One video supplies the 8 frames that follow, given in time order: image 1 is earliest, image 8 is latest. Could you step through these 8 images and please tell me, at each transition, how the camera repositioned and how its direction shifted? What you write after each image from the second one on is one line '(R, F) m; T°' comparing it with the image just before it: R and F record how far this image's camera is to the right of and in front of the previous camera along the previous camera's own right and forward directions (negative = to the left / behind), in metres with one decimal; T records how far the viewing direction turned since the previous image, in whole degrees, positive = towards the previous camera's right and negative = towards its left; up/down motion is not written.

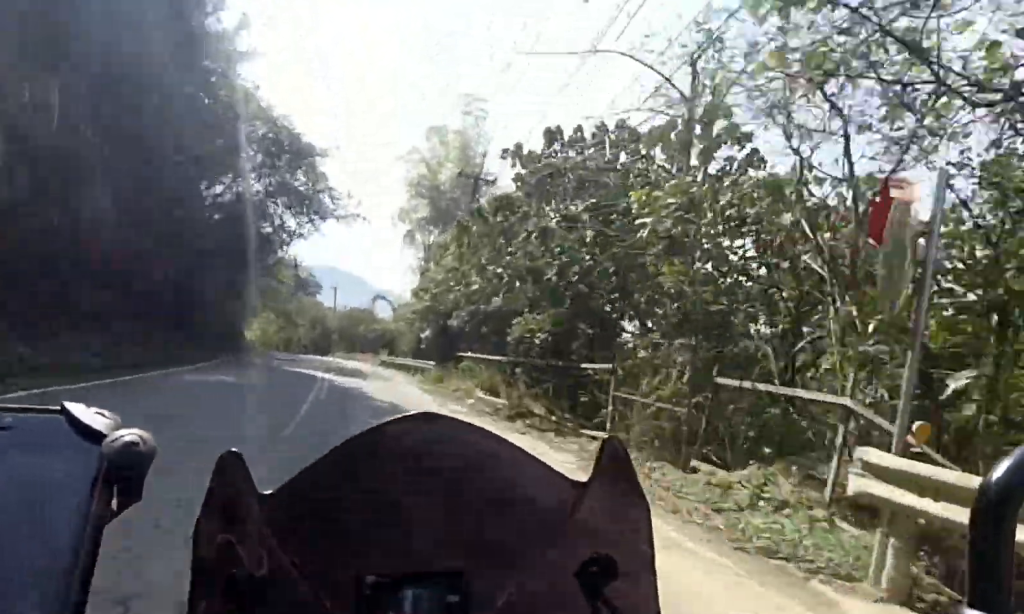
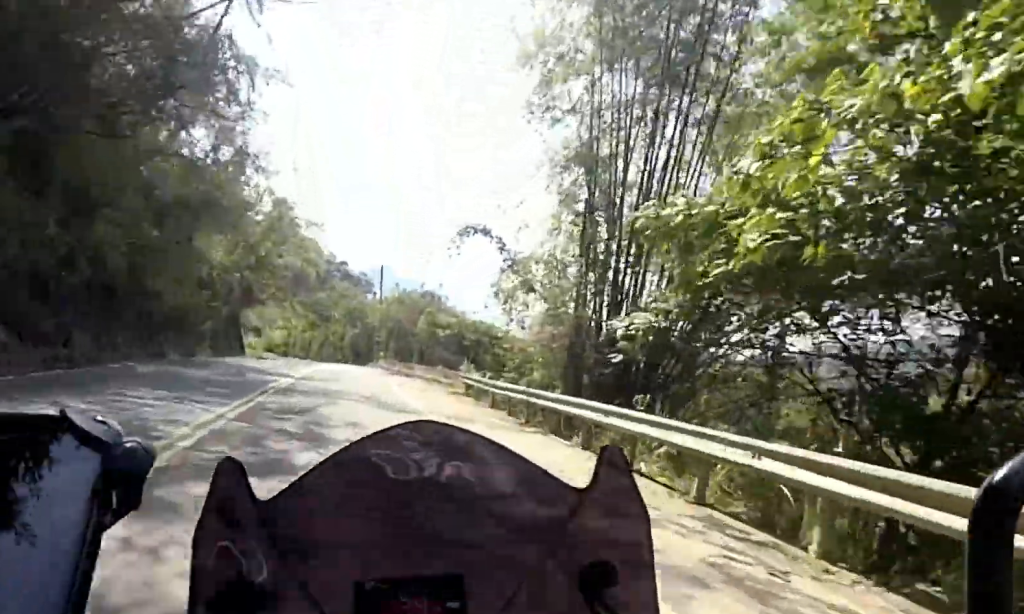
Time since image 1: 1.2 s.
(+0.5, +27.4) m; +2°
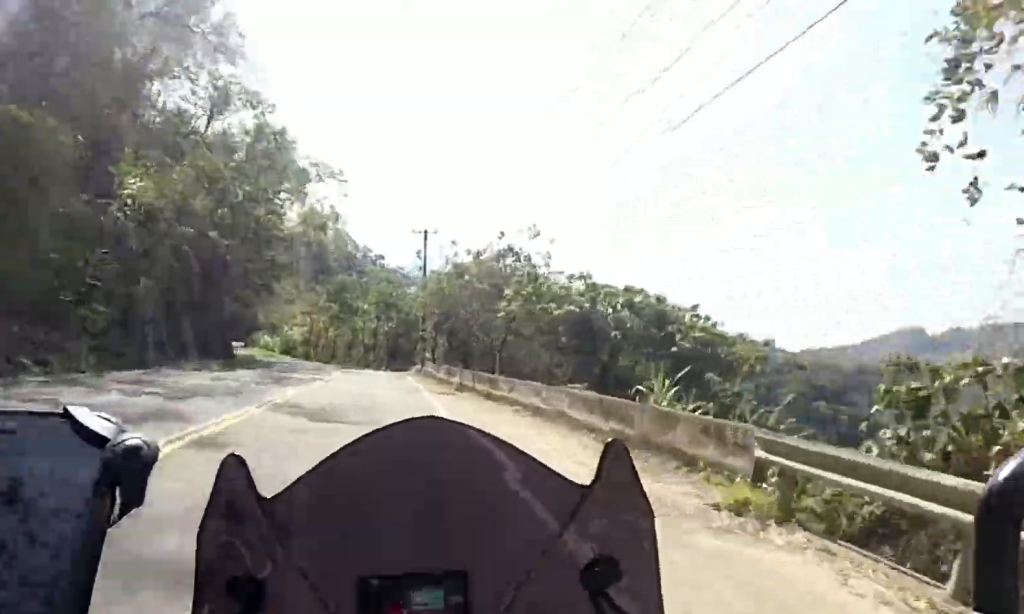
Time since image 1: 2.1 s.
(+0.7, +17.4) m; -1°
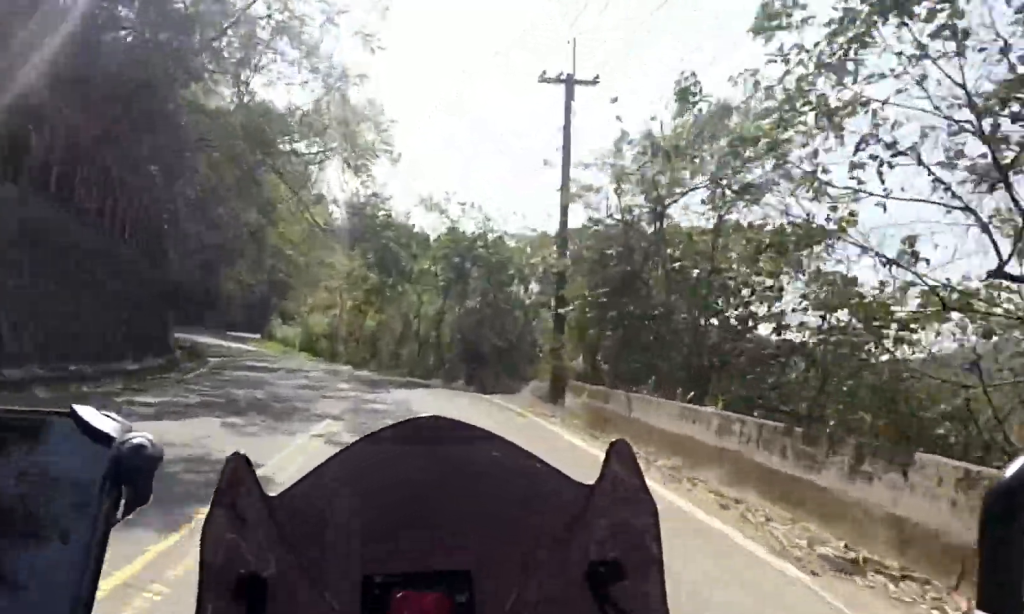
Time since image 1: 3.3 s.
(-1.7, +24.0) m; -8°
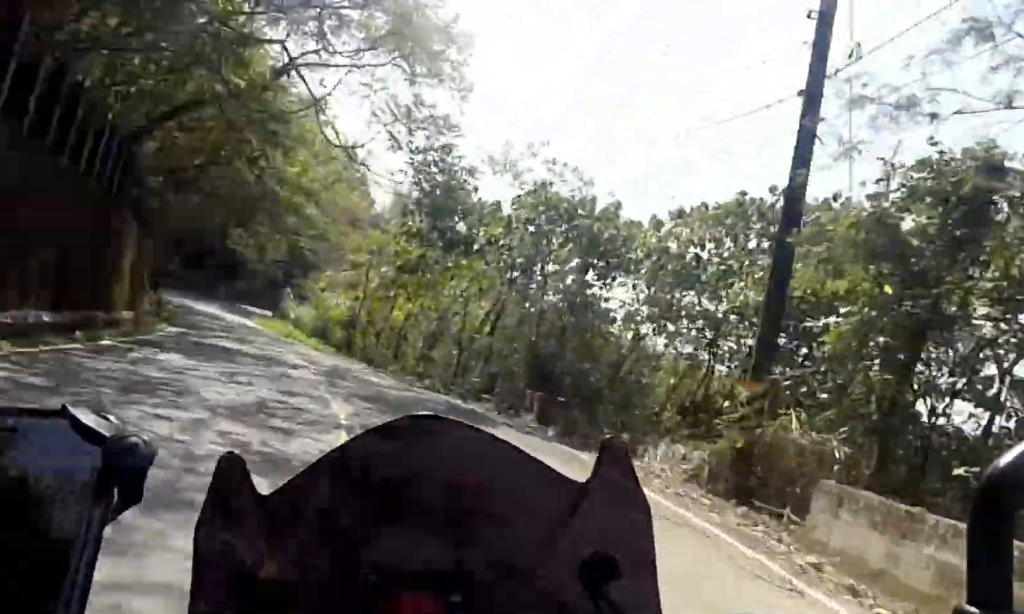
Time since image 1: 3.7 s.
(0.0, +9.3) m; -4°
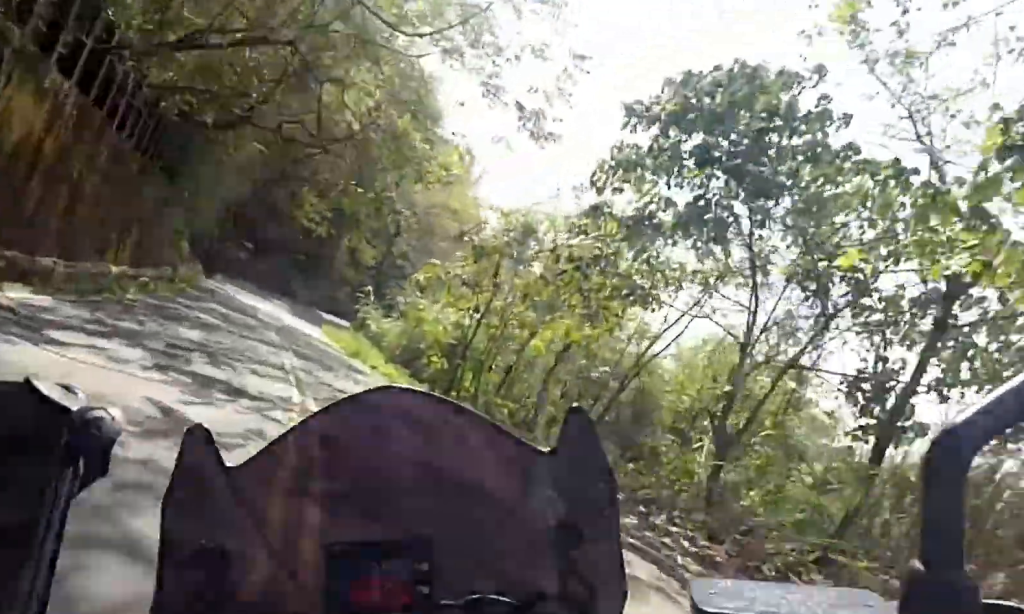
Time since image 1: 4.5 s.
(-1.3, +15.1) m; -6°
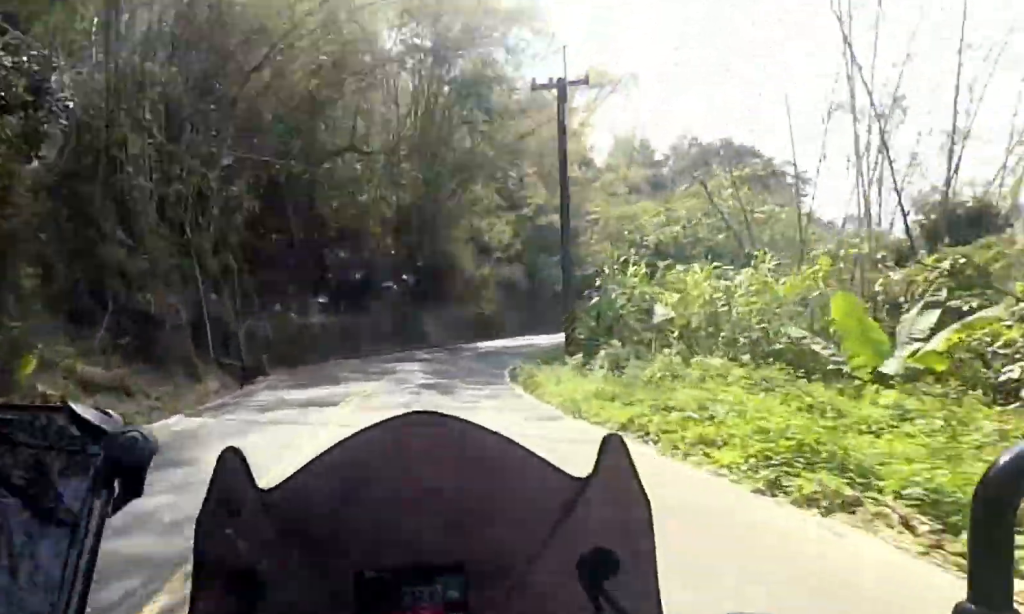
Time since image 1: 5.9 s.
(-1.3, +26.2) m; -3°
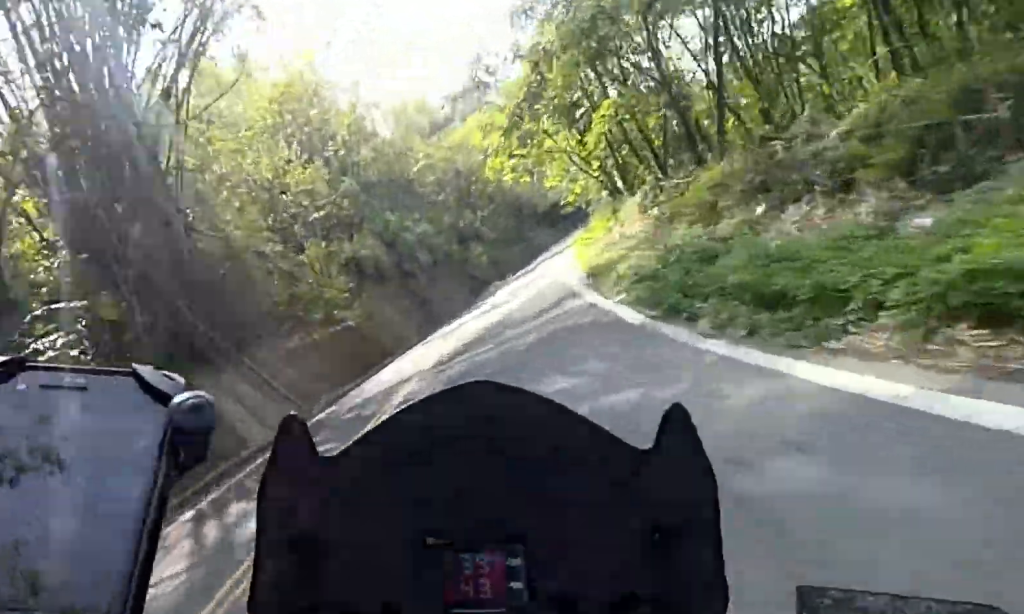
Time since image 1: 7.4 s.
(+3.9, +26.5) m; +21°
